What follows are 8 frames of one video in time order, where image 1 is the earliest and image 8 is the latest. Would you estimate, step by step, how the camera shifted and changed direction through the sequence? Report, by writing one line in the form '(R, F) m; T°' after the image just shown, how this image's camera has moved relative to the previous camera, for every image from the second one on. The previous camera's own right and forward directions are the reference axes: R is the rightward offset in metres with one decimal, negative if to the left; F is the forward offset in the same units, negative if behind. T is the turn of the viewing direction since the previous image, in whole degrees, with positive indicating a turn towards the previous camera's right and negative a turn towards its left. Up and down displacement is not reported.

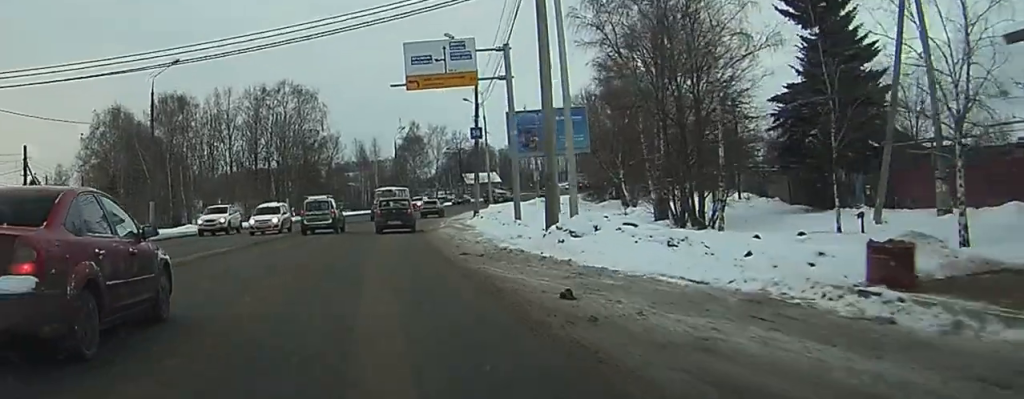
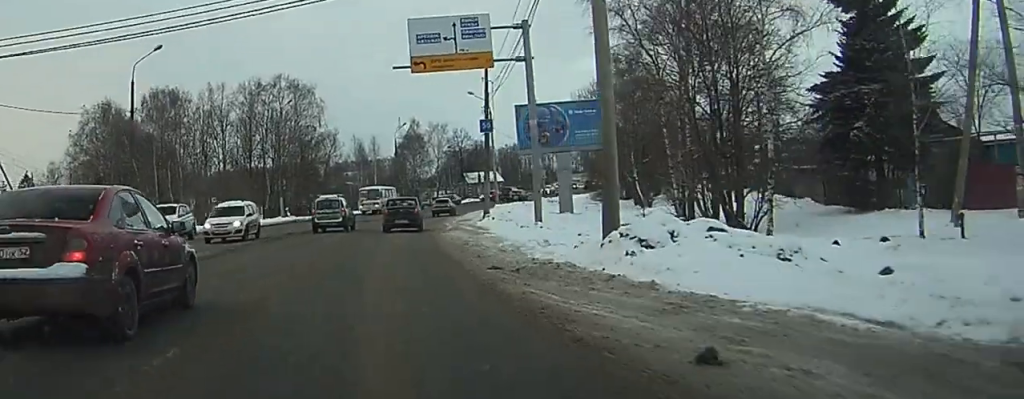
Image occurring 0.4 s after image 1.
(0.0, +4.7) m; 0°
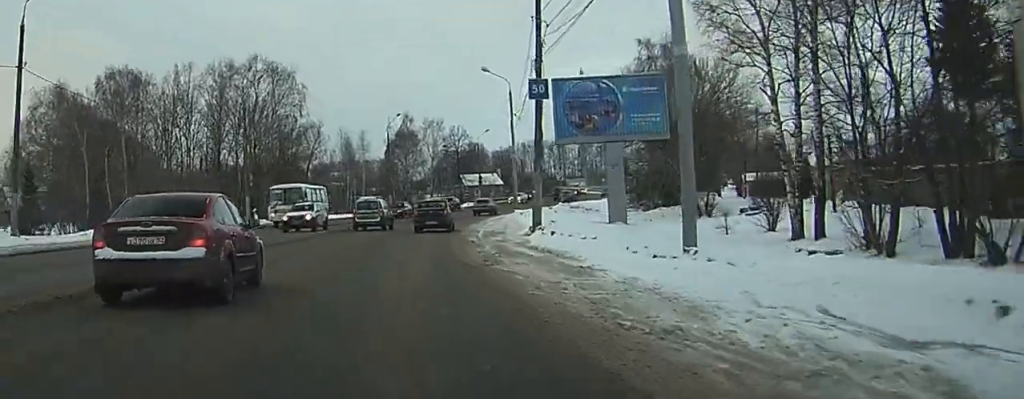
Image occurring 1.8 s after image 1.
(+0.2, +16.2) m; +1°
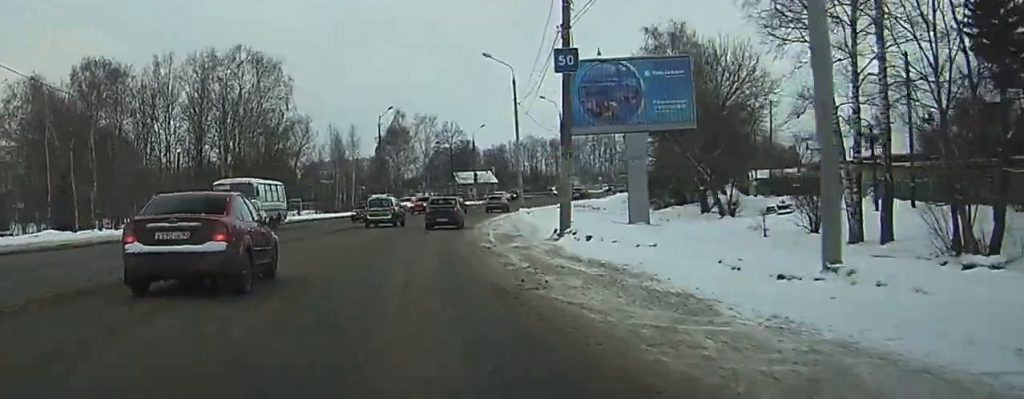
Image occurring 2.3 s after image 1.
(0.0, +5.7) m; 0°
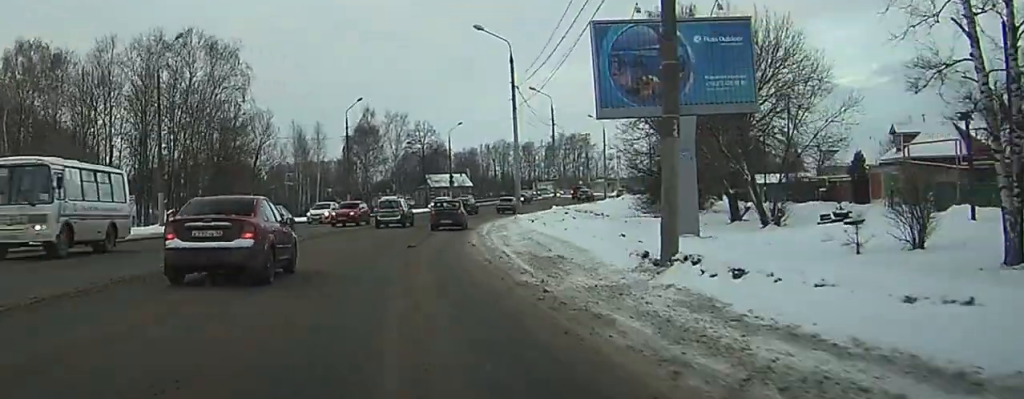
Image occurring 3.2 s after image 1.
(0.0, +10.3) m; 0°
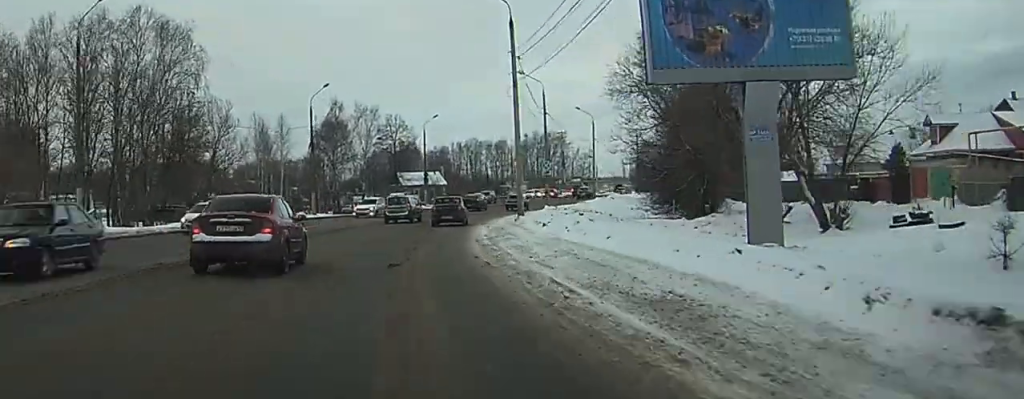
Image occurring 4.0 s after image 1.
(0.0, +9.1) m; +1°
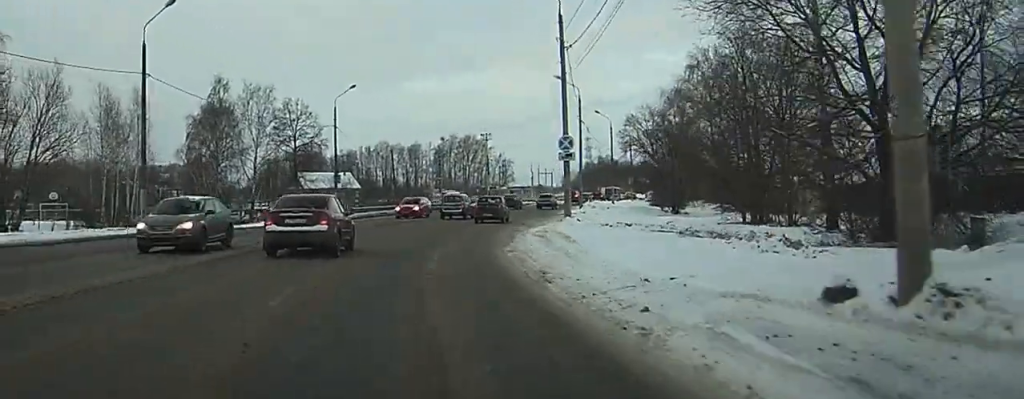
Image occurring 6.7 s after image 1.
(+3.2, +31.2) m; +9°
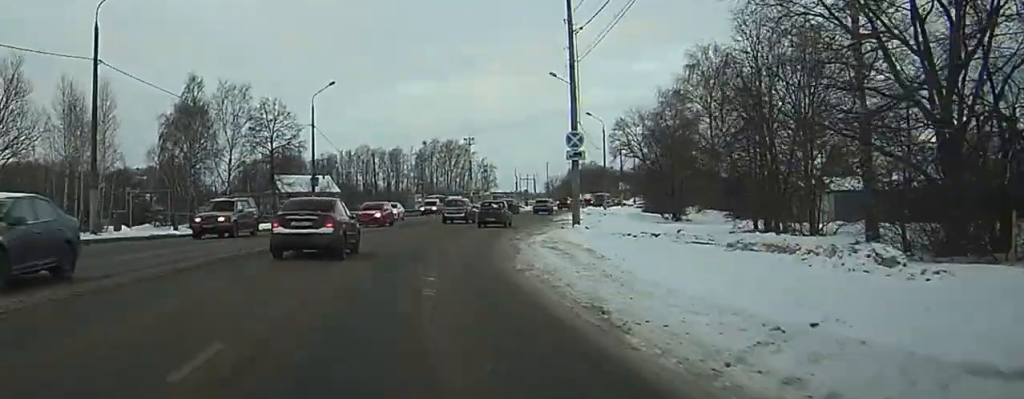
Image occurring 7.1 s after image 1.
(0.0, +5.4) m; +4°
